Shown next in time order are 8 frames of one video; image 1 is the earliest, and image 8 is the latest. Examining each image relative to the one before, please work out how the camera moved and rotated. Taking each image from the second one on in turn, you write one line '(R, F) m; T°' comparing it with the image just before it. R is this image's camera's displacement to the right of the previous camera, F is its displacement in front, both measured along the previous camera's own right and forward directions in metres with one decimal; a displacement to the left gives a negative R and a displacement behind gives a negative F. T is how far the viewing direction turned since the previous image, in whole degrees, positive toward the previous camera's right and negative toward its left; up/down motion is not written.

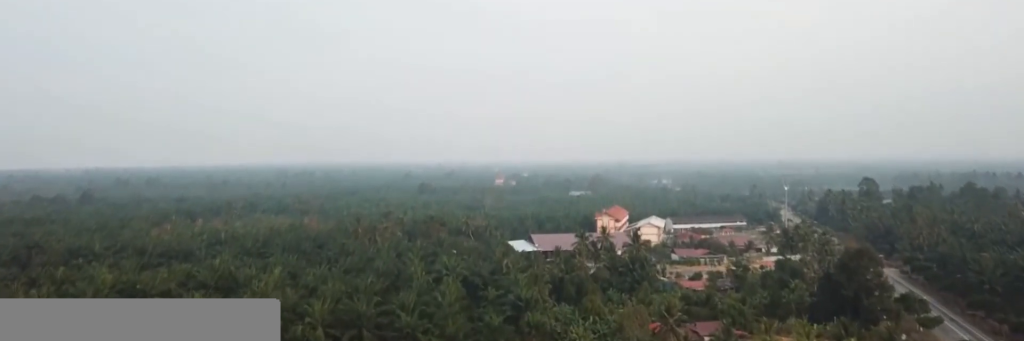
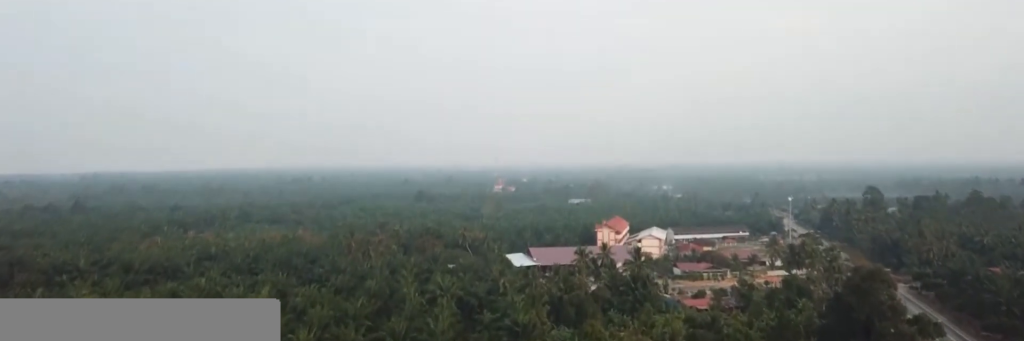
(0.0, +7.9) m; 0°
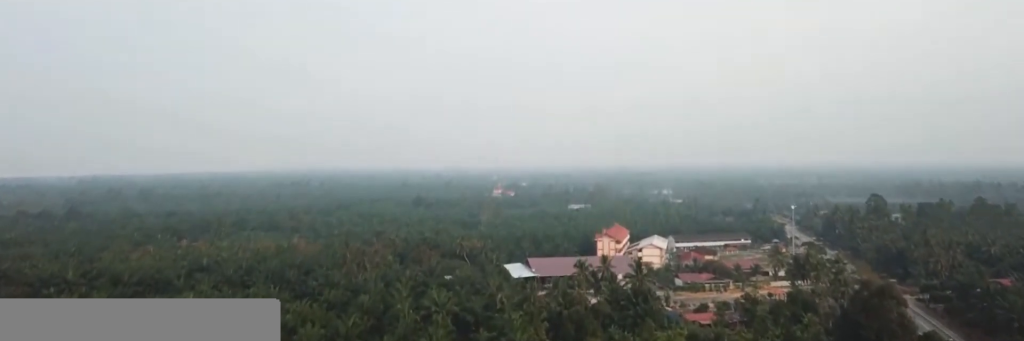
(0.0, +5.9) m; 0°
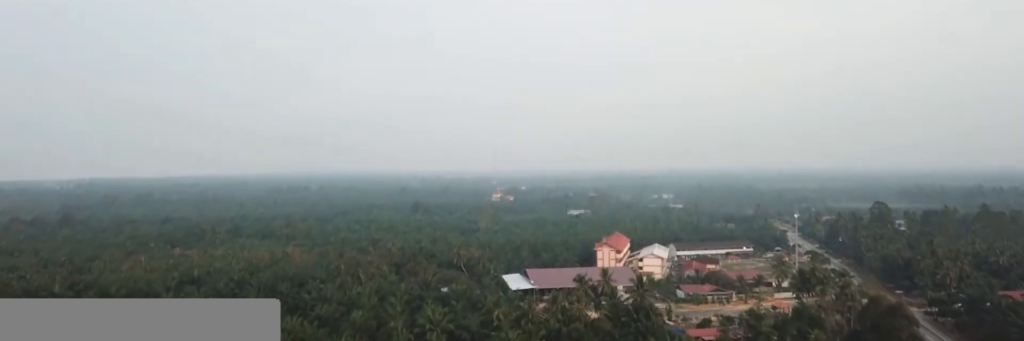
(0.0, +6.6) m; 0°
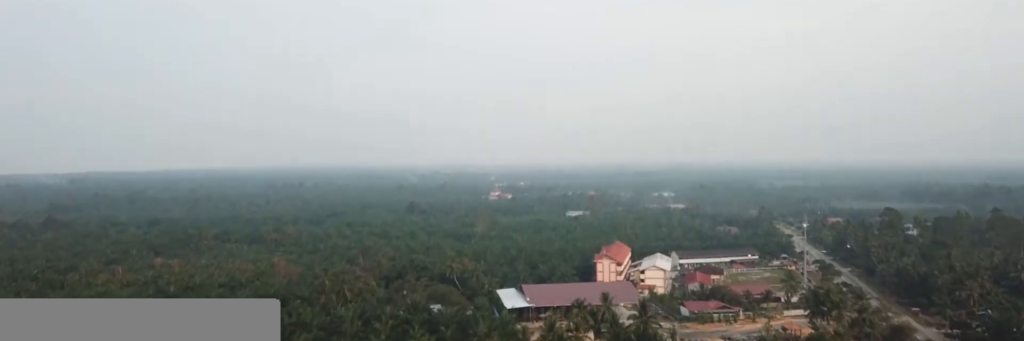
(0.0, +16.5) m; 0°
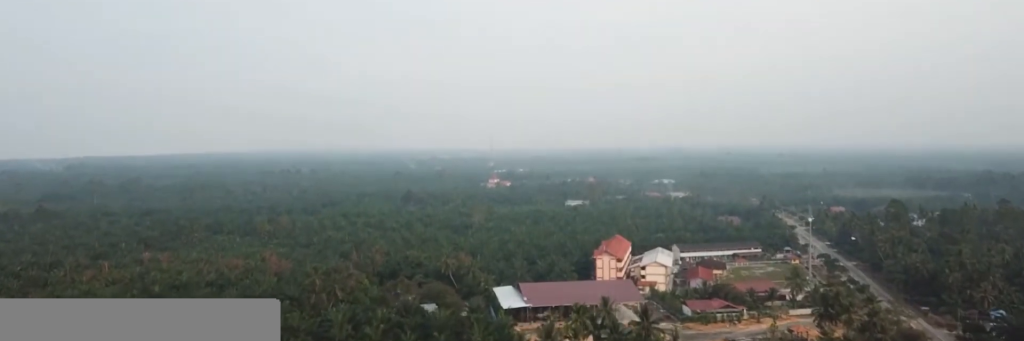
(0.0, +9.9) m; 0°
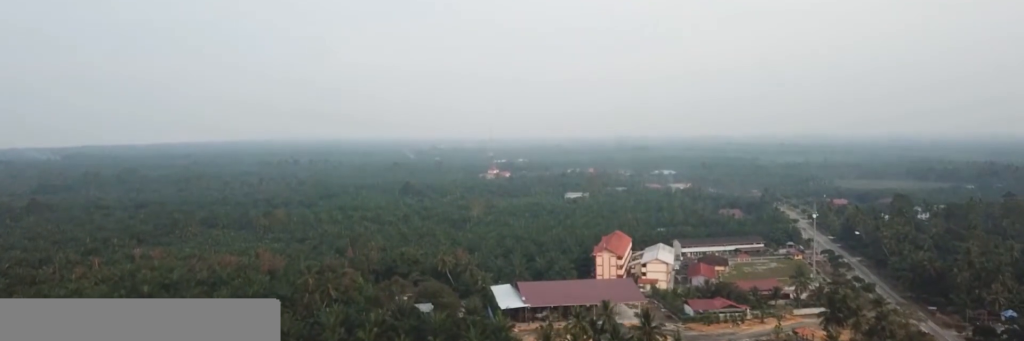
(0.0, +6.6) m; 0°
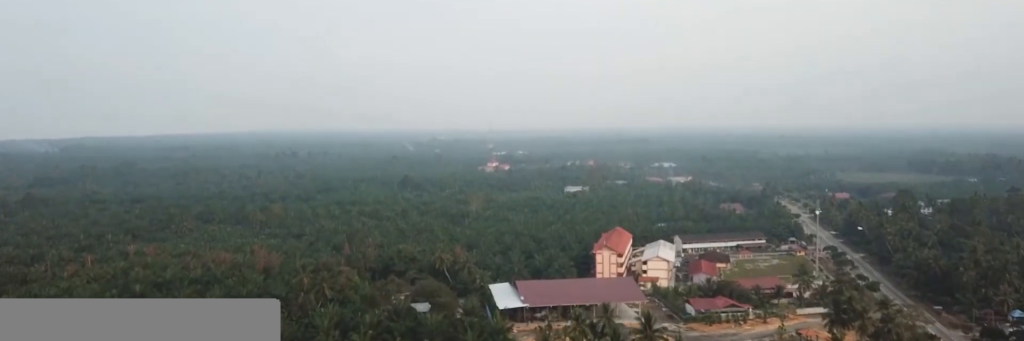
(0.0, +5.1) m; 0°
